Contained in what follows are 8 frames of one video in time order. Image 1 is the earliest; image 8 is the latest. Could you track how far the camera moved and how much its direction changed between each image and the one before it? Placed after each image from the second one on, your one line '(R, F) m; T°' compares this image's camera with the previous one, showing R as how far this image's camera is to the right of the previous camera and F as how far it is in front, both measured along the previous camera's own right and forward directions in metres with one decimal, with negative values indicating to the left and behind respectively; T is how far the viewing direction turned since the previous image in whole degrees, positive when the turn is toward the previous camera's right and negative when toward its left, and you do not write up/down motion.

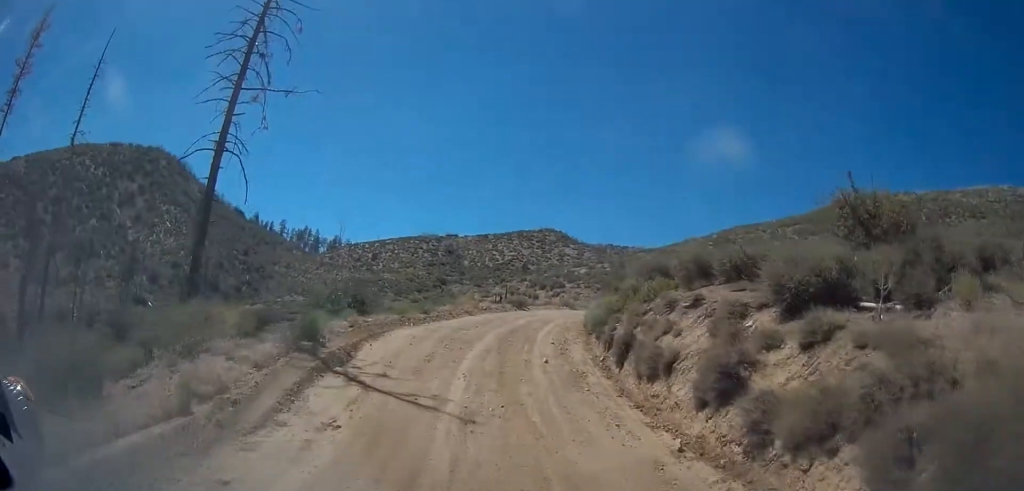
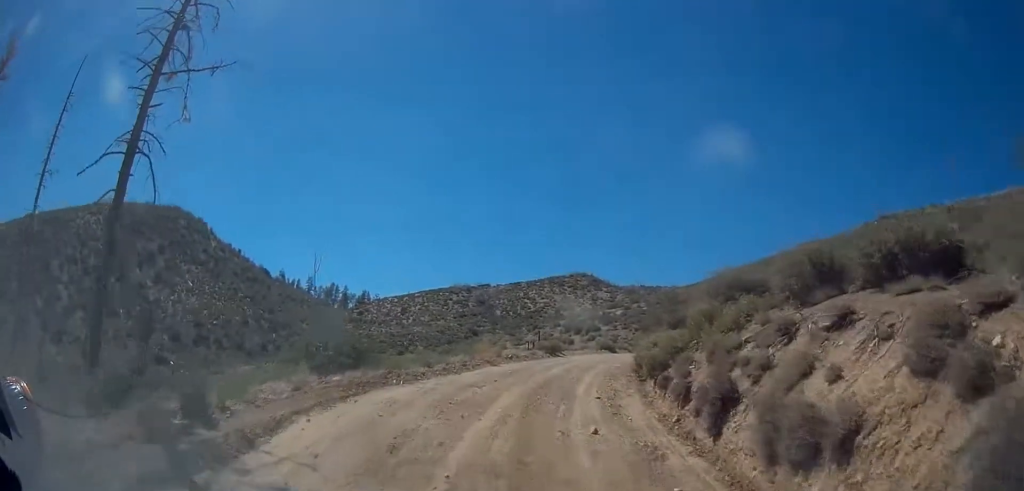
(-0.5, +5.7) m; -8°
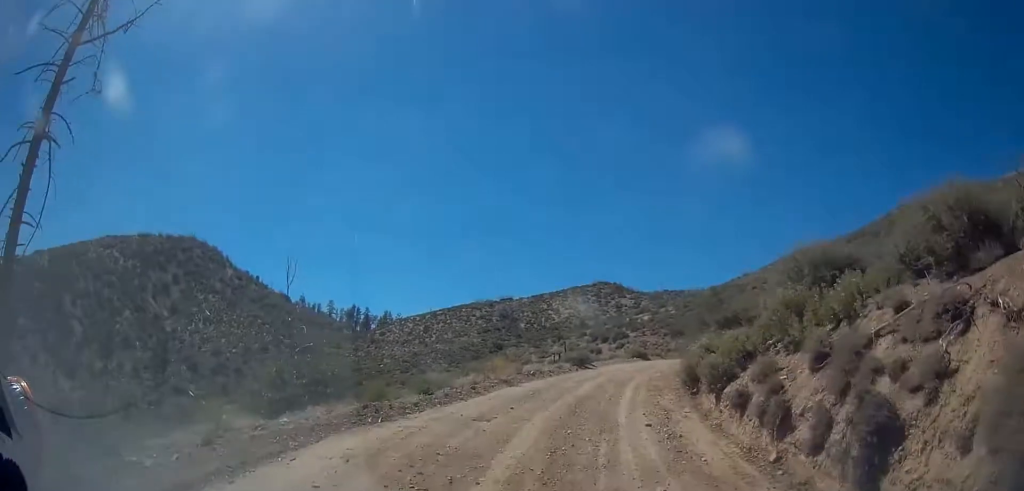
(-0.3, +4.1) m; -2°
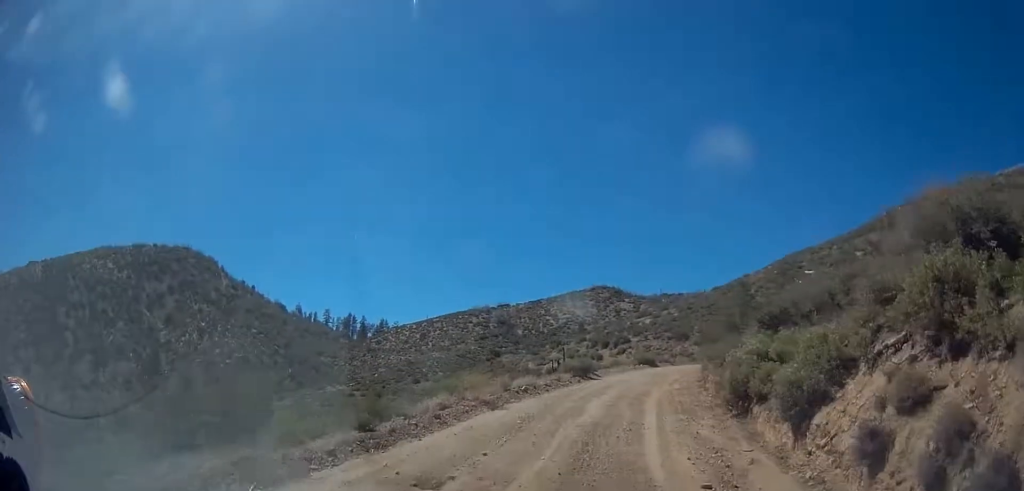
(+0.1, +4.9) m; +2°
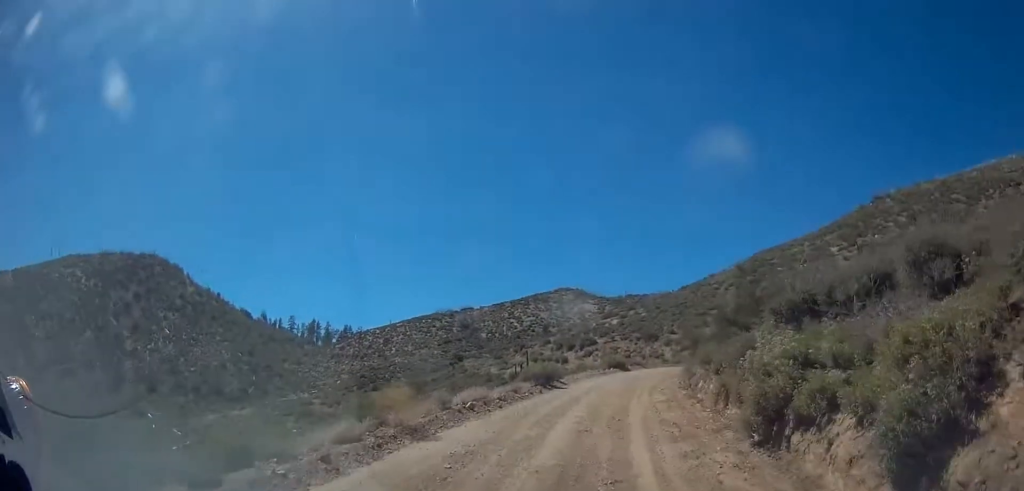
(+0.1, +4.3) m; +3°
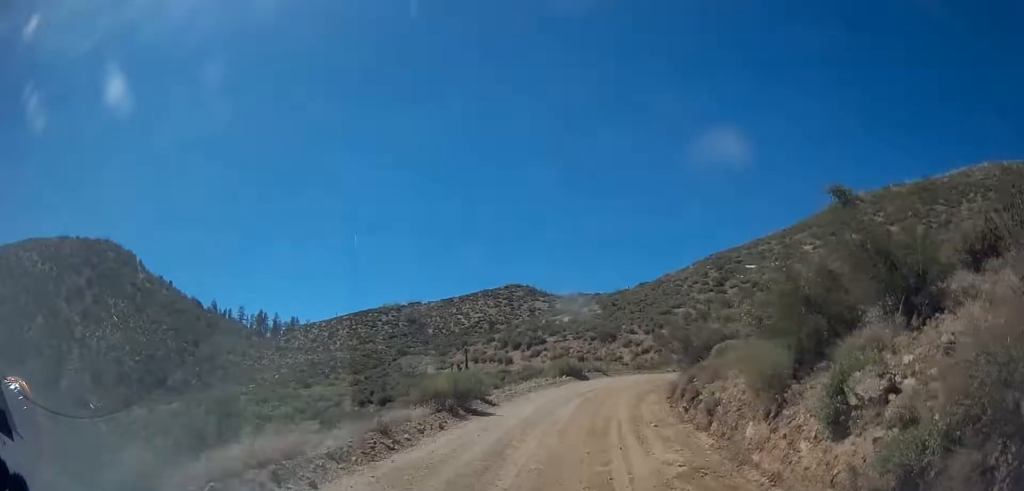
(+0.8, +9.8) m; +7°
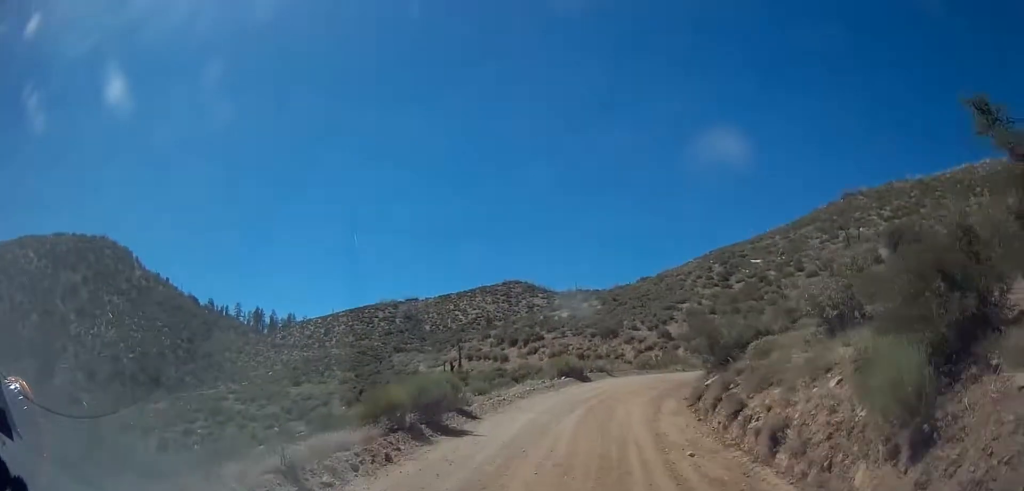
(0.0, +3.7) m; -1°
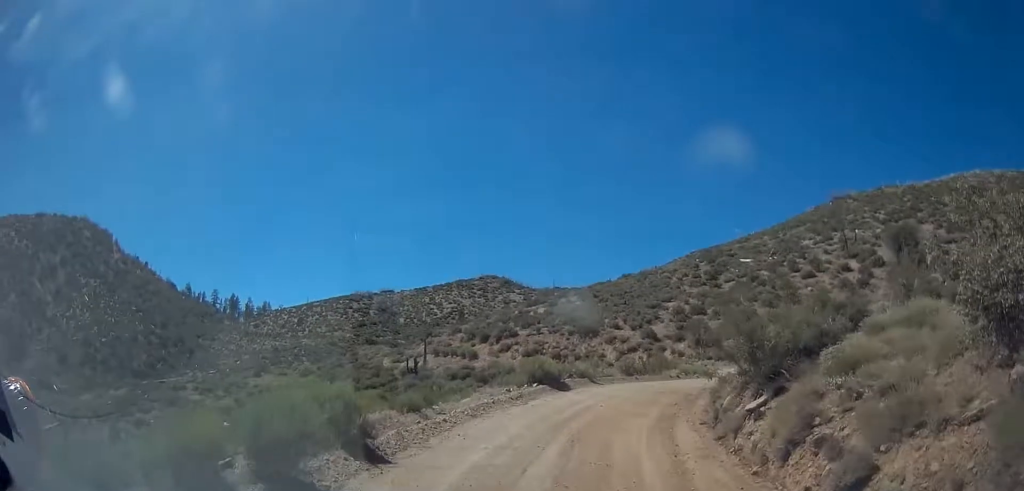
(-0.1, +5.8) m; +1°
